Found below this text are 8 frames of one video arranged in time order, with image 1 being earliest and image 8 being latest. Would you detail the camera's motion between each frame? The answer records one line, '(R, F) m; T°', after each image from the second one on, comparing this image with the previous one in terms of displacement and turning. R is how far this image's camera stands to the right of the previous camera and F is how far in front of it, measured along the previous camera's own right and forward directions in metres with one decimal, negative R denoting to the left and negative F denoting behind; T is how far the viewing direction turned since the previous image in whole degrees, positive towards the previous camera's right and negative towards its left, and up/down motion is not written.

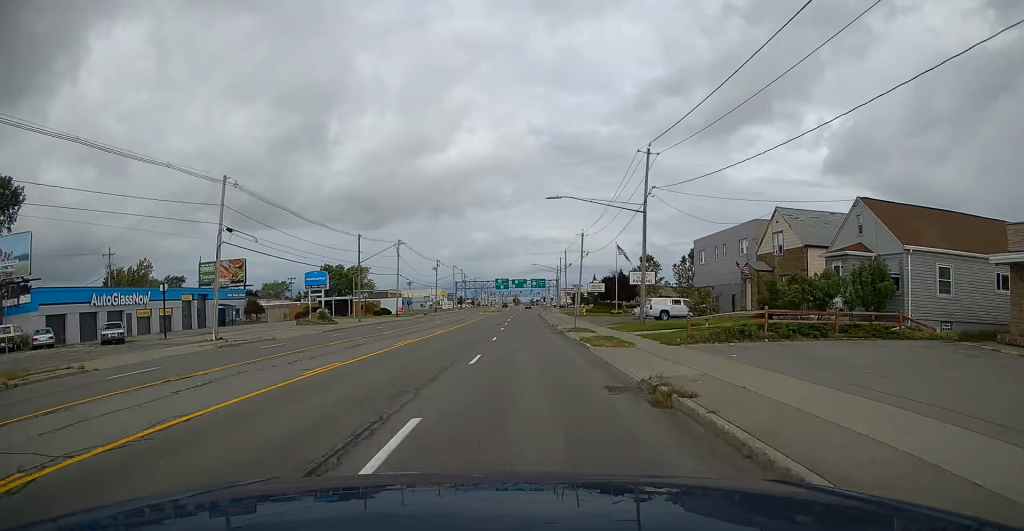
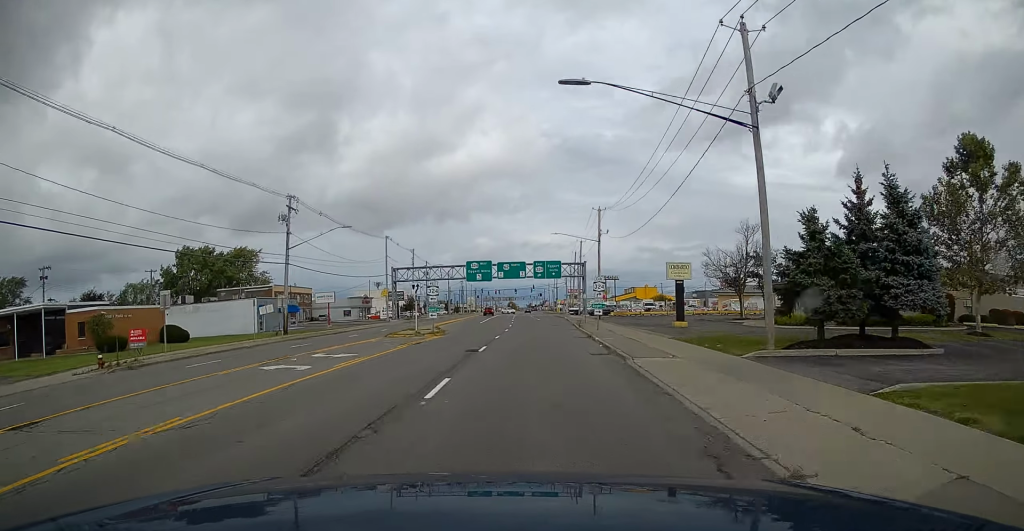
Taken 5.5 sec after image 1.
(+0.1, +92.7) m; 0°
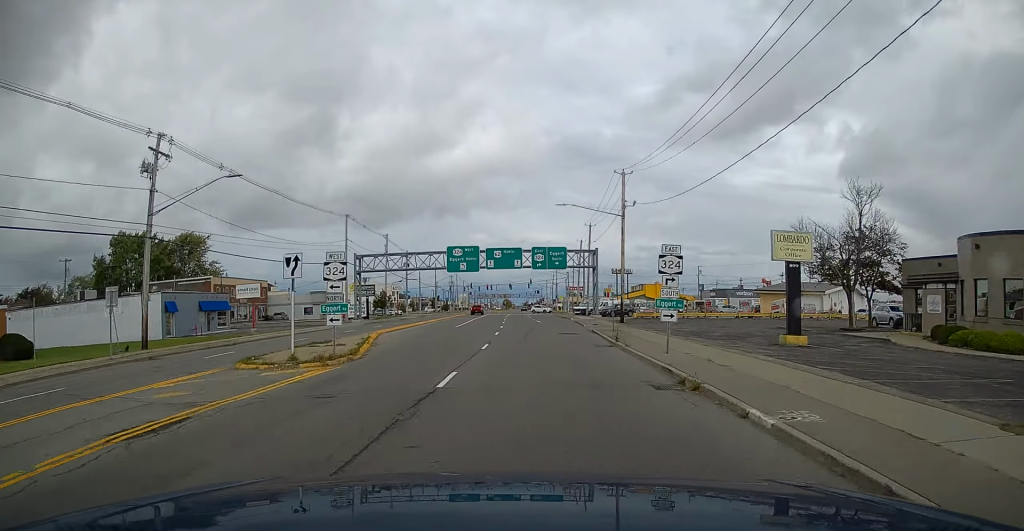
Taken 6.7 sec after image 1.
(+0.3, +21.6) m; 0°
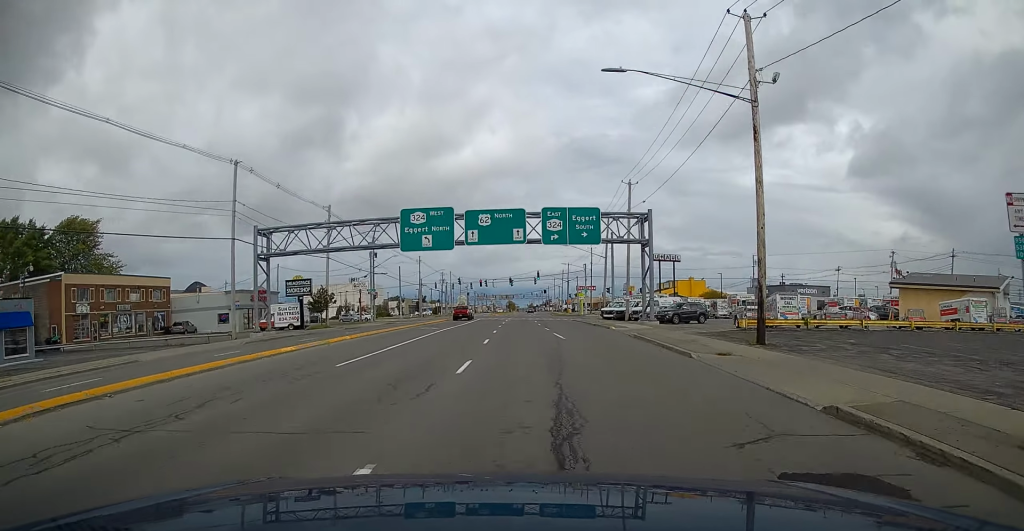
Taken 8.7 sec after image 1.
(0.0, +33.9) m; 0°
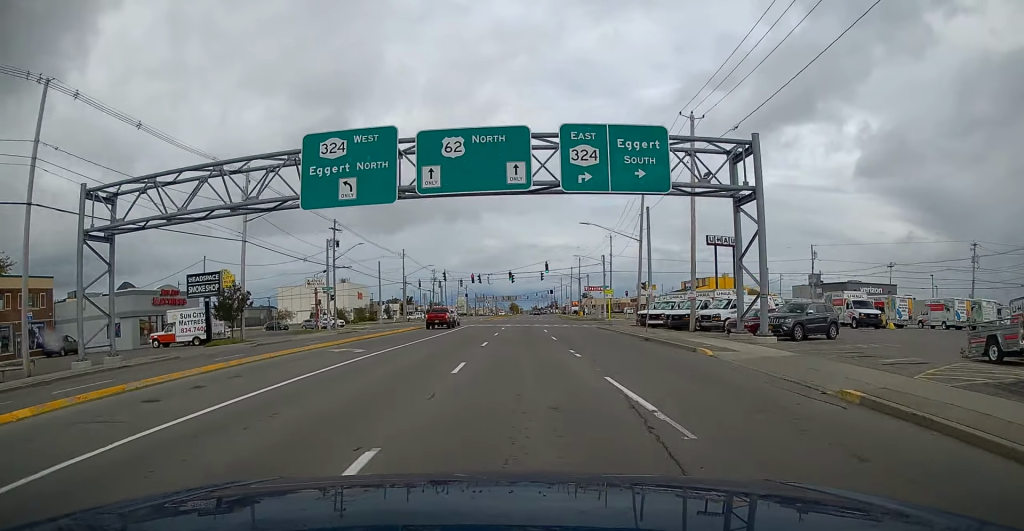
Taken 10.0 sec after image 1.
(-0.2, +23.6) m; 0°
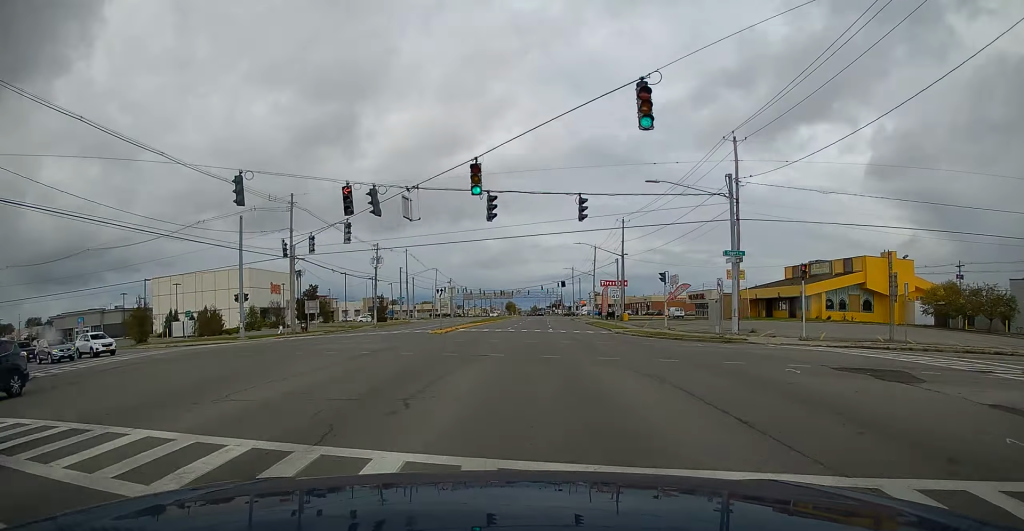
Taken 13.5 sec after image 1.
(-0.1, +62.0) m; +1°
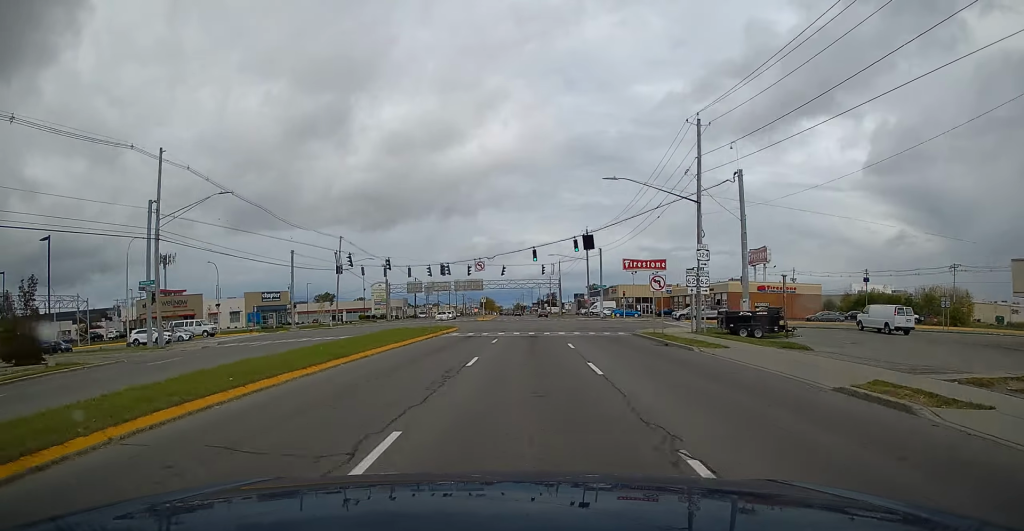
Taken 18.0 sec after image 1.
(+1.4, +82.2) m; +1°
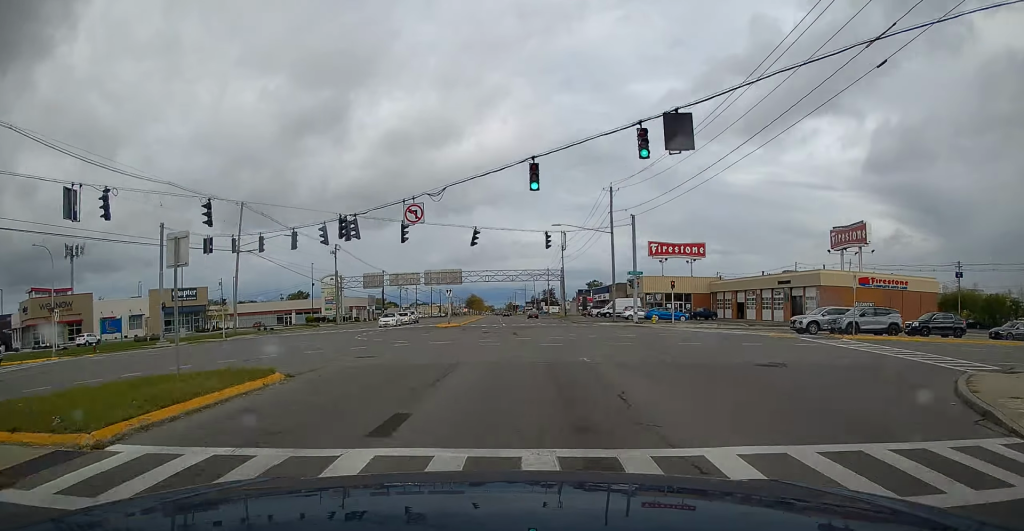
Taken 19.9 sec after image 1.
(0.0, +34.4) m; 0°
